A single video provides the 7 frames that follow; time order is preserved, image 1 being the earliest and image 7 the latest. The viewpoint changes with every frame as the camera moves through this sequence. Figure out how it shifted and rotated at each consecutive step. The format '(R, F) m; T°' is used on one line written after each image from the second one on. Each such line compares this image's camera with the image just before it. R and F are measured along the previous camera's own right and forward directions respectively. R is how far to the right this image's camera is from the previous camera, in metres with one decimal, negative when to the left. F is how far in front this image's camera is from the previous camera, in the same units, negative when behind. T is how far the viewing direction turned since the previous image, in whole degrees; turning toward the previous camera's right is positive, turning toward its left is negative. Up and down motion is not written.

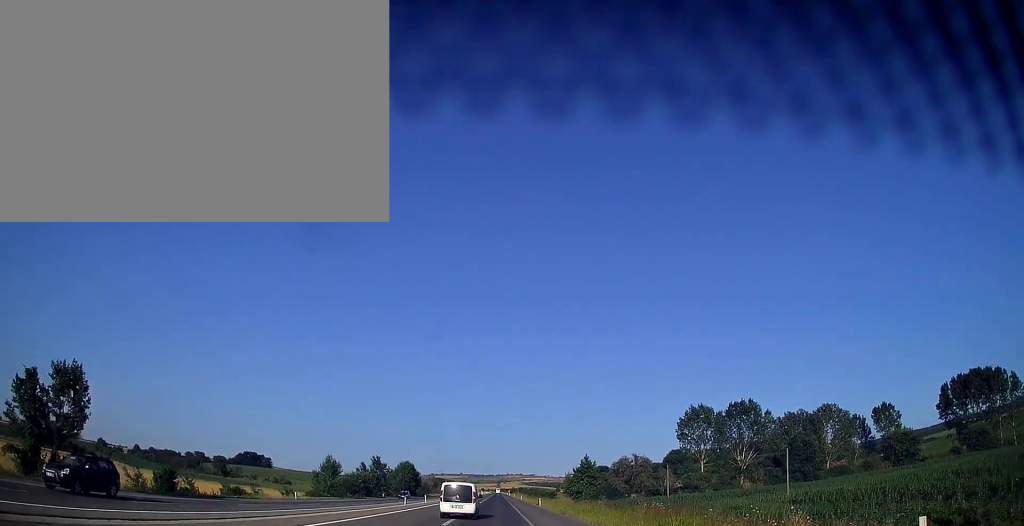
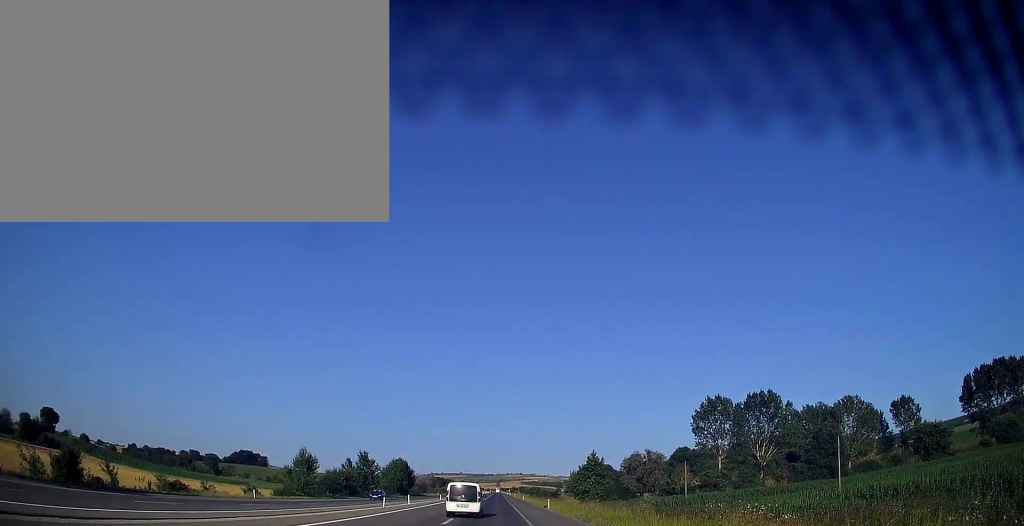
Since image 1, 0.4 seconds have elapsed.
(0.0, +12.7) m; 0°
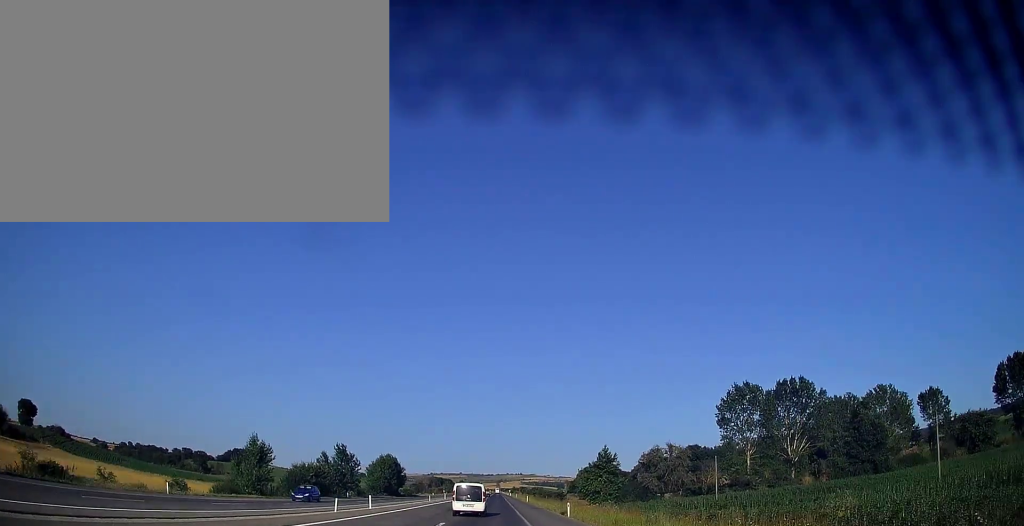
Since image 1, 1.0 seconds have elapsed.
(0.0, +15.6) m; 0°
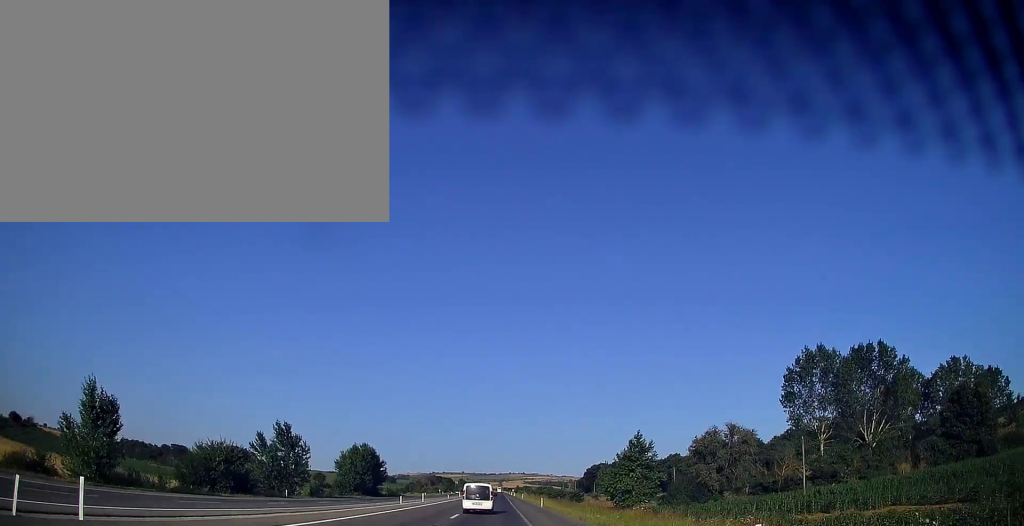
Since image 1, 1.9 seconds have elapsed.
(-0.1, +27.4) m; -1°
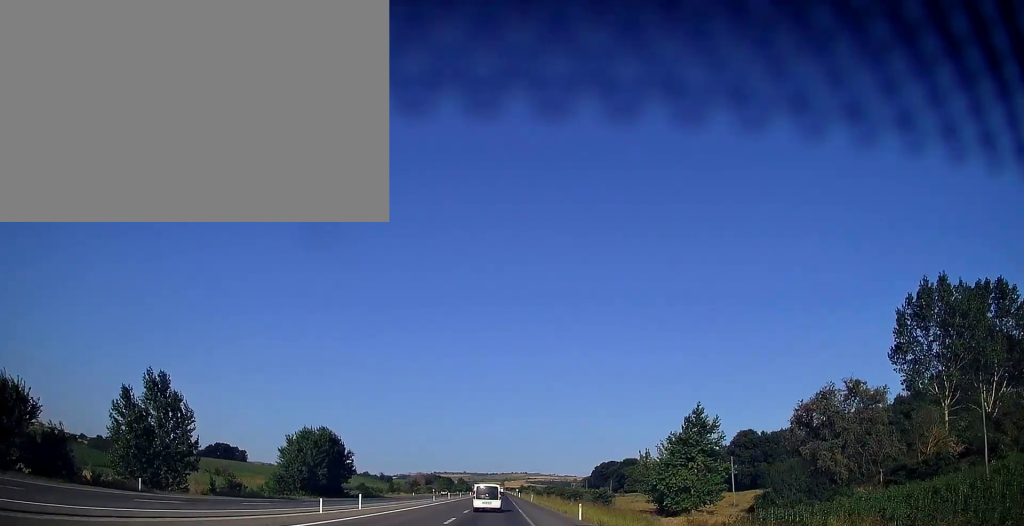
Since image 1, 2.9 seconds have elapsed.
(-0.1, +28.5) m; 0°
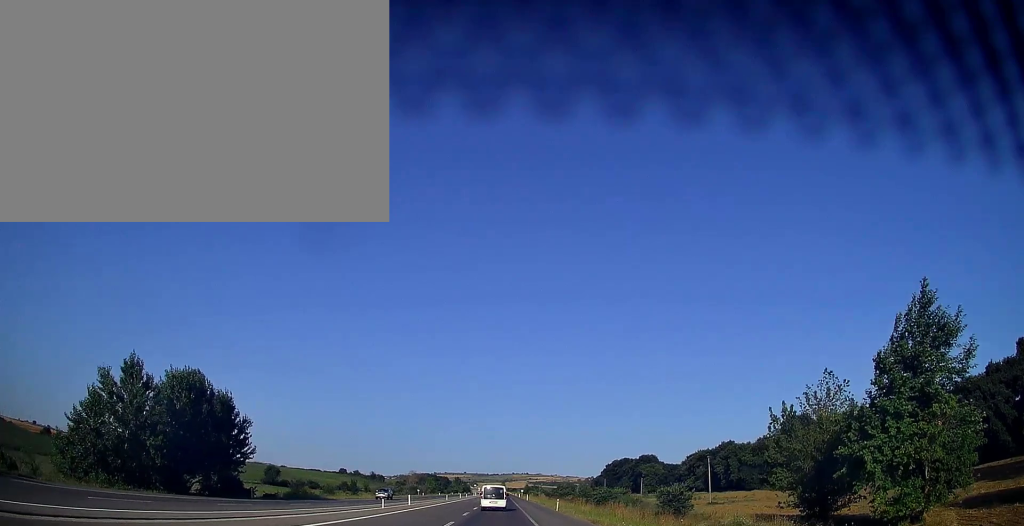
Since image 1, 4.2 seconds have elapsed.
(+0.3, +39.4) m; 0°
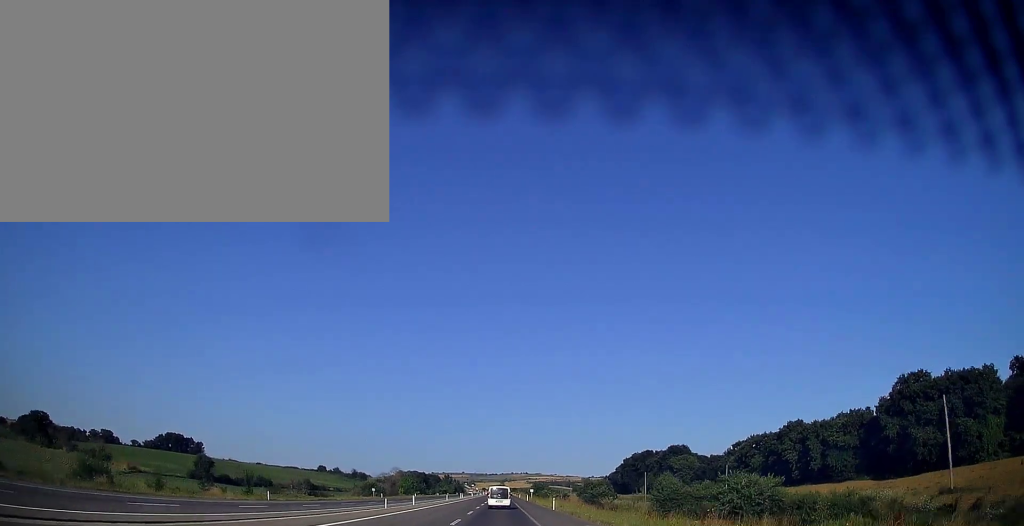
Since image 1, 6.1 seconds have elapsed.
(-0.4, +57.1) m; 0°
